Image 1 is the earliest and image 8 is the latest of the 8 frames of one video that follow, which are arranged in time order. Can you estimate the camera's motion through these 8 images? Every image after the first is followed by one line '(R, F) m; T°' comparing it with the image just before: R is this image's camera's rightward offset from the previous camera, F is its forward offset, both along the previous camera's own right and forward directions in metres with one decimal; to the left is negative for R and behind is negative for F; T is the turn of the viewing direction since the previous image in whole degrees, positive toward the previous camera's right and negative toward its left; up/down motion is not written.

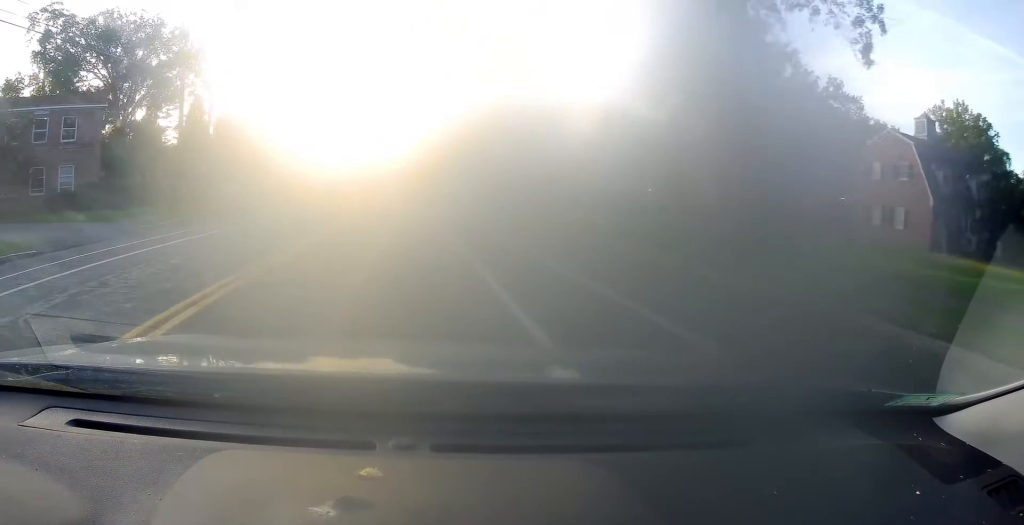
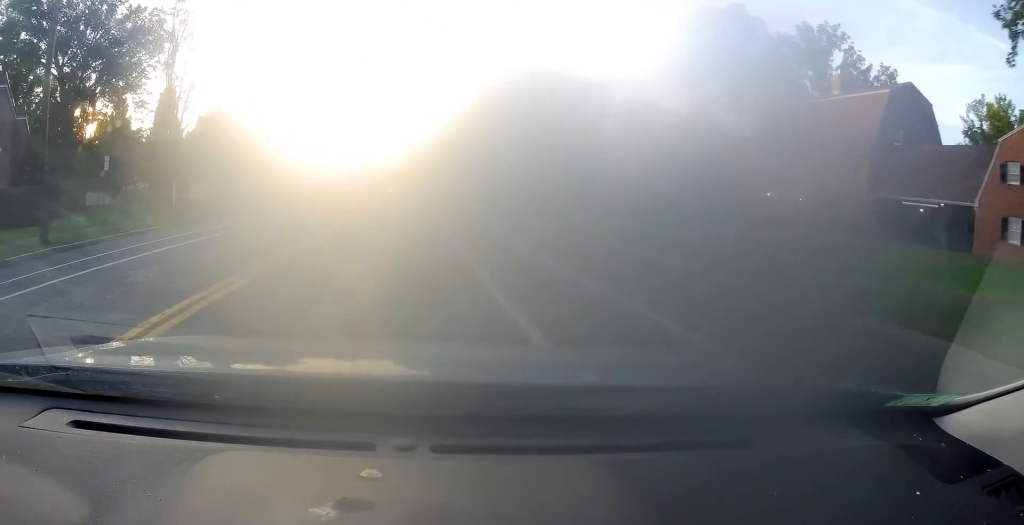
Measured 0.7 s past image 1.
(+0.6, +11.3) m; +1°
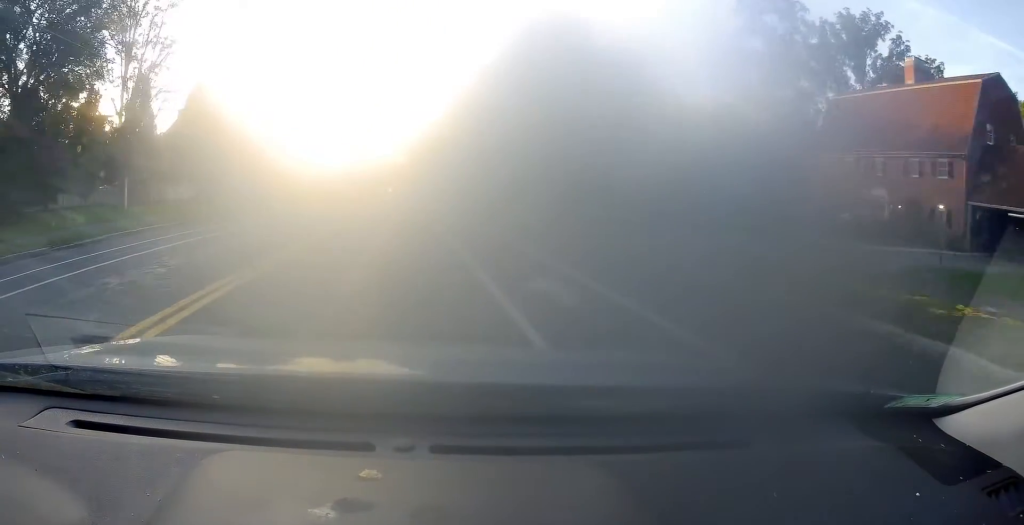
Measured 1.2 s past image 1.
(+0.3, +8.5) m; 0°
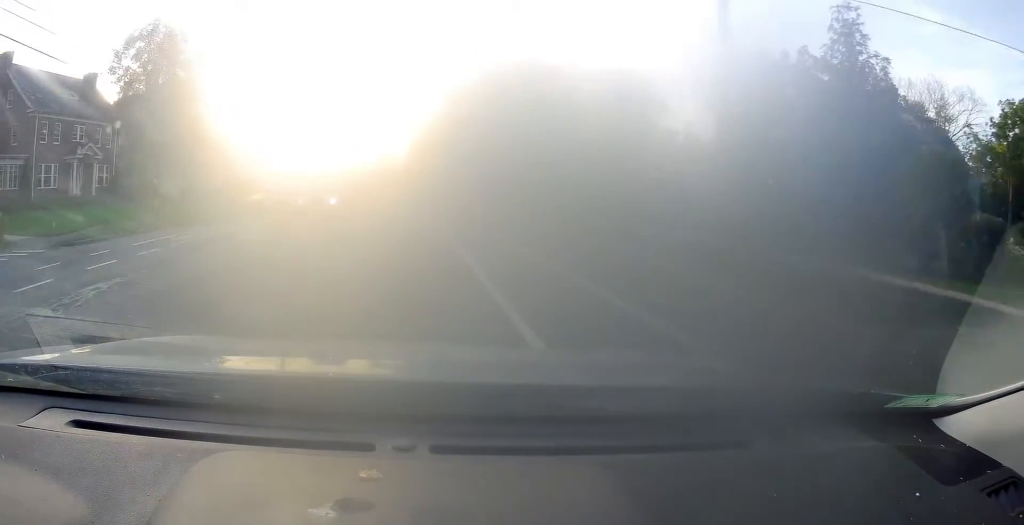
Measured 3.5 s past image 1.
(-2.2, +39.6) m; -3°
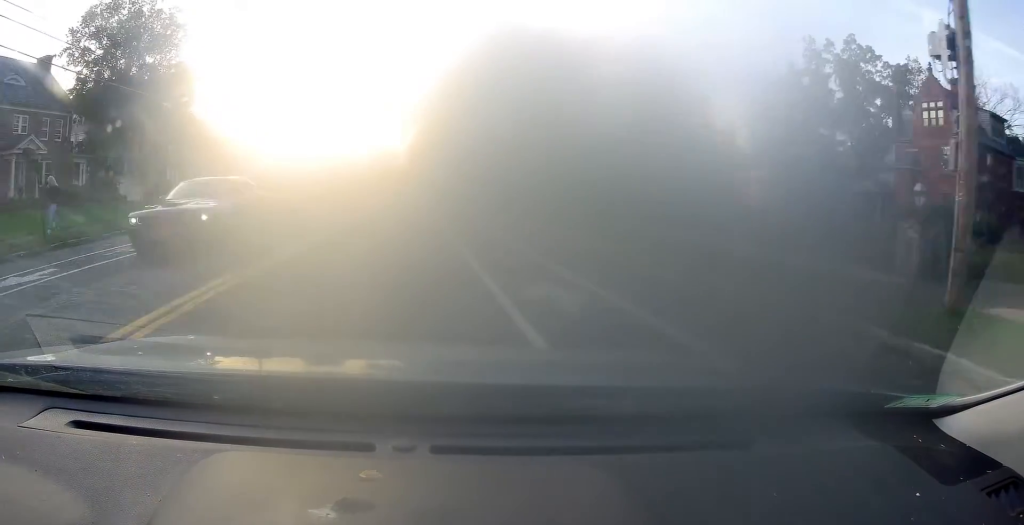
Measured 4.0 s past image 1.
(+0.2, +8.0) m; 0°
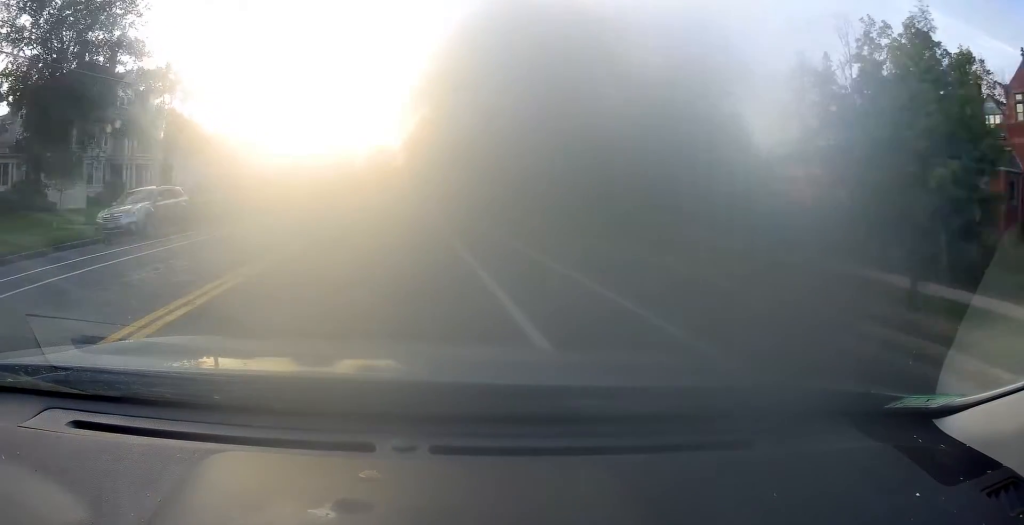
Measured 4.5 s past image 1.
(-0.2, +9.2) m; 0°
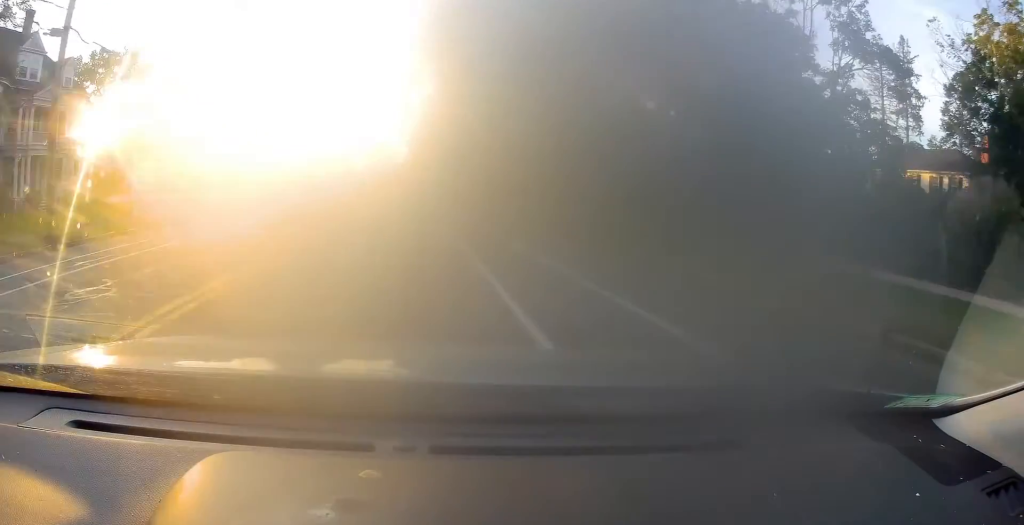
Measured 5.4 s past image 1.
(0.0, +15.6) m; +1°
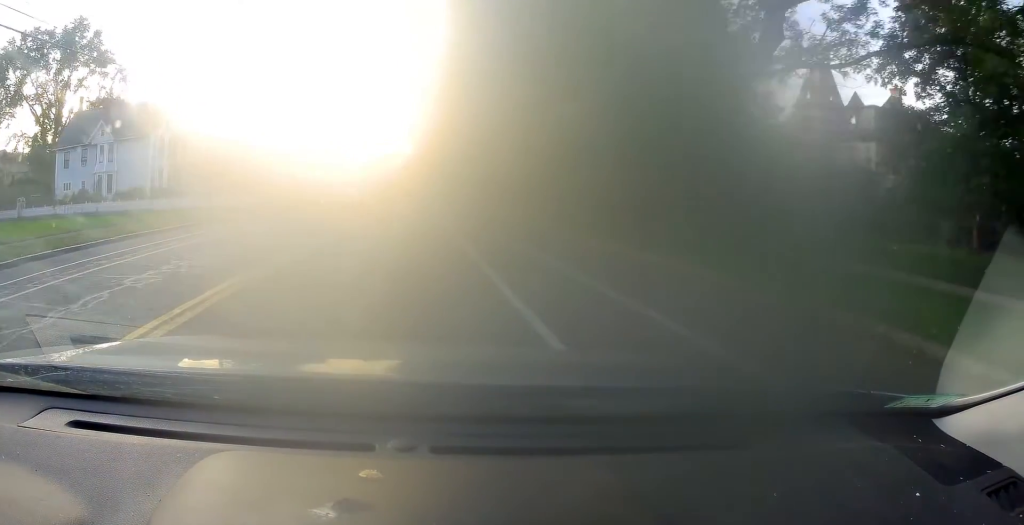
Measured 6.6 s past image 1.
(+0.4, +20.4) m; 0°
